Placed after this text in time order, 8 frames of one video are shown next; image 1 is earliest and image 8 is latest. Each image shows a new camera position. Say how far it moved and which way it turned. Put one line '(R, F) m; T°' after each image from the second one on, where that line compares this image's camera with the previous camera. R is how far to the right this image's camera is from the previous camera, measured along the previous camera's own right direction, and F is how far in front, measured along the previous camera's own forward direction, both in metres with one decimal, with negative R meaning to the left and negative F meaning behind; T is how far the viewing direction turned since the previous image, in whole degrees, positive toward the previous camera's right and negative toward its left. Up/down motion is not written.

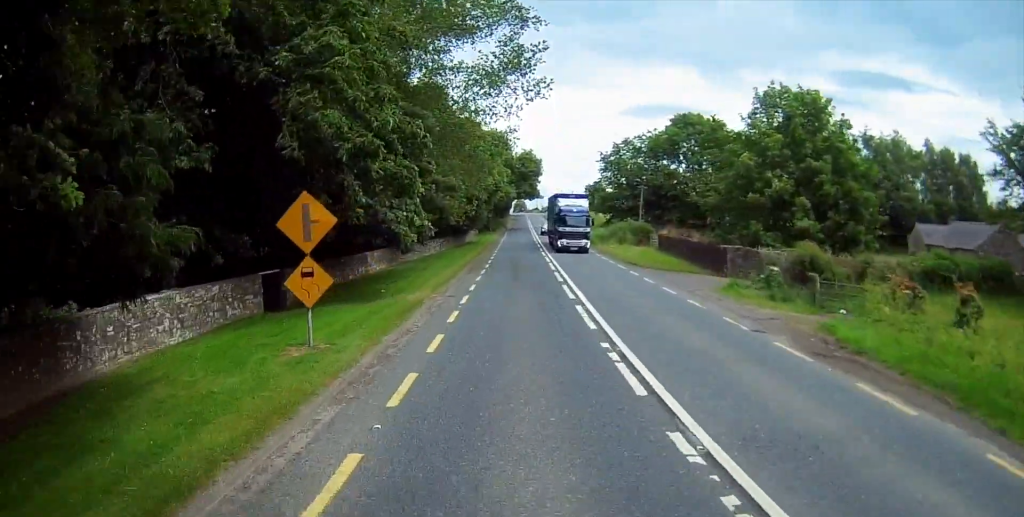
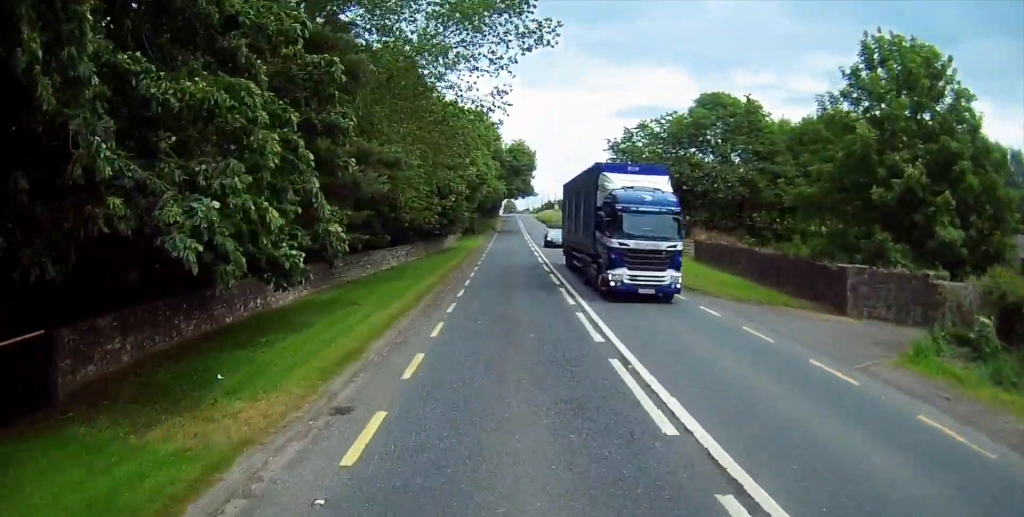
(+0.1, +13.8) m; 0°
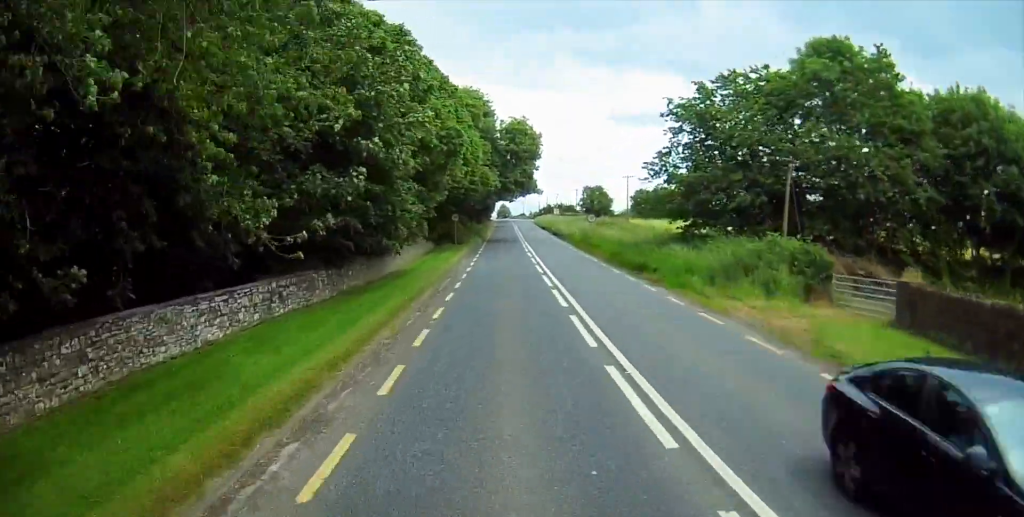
(0.0, +24.1) m; +1°
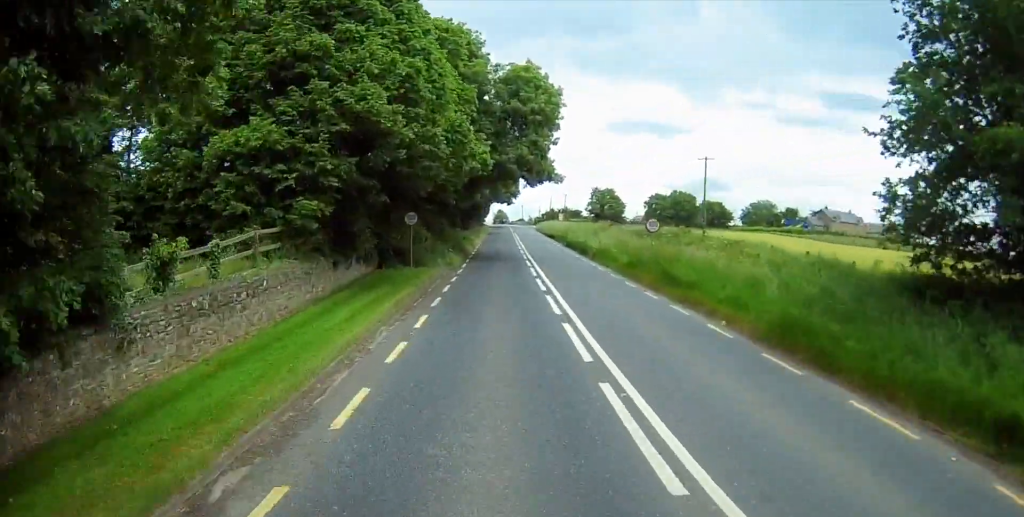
(+0.2, +24.8) m; -1°
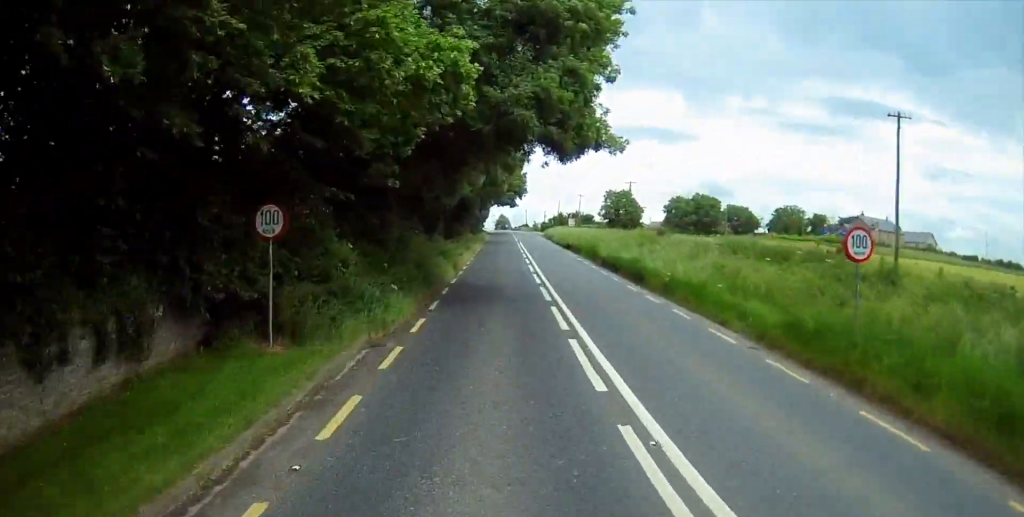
(-0.4, +19.7) m; 0°
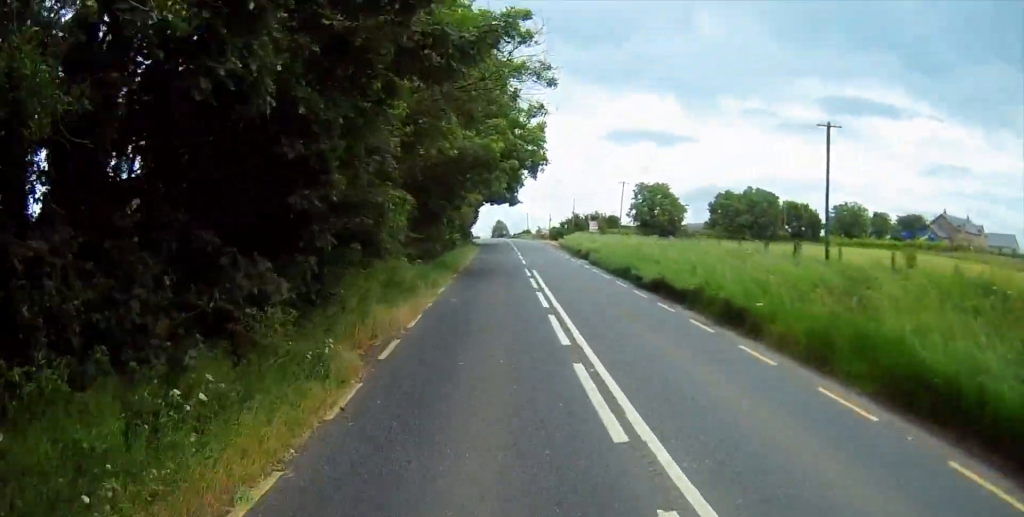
(+0.6, +37.7) m; +2°
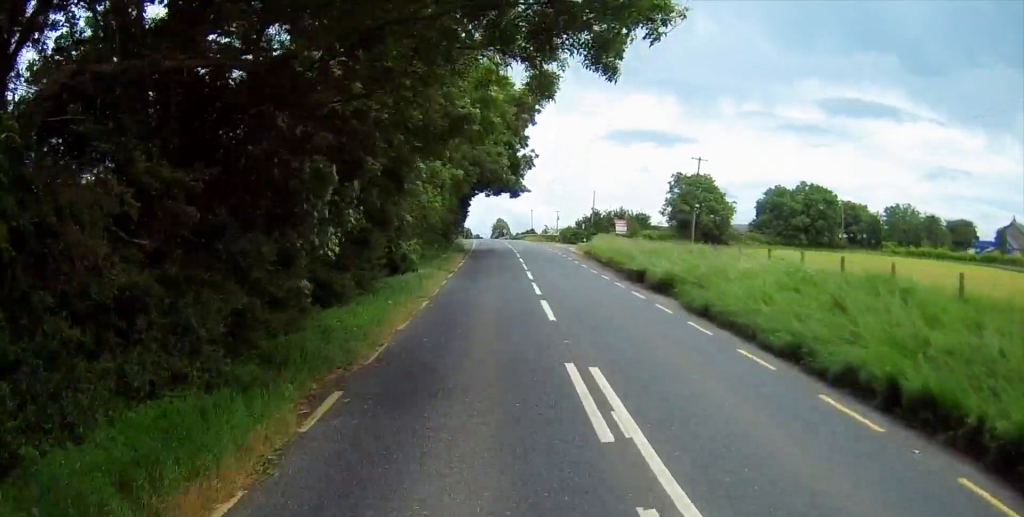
(+0.5, +23.7) m; 0°
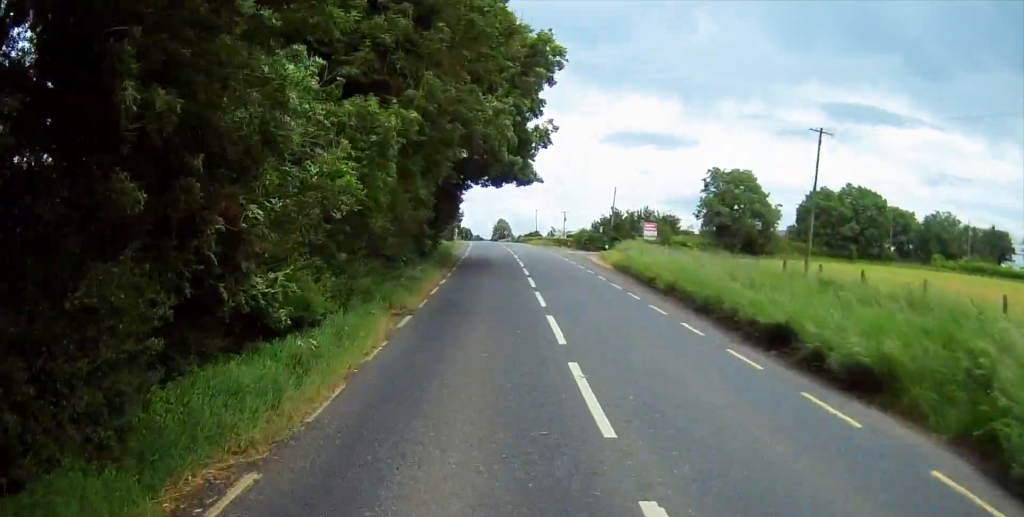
(-0.4, +14.8) m; 0°
